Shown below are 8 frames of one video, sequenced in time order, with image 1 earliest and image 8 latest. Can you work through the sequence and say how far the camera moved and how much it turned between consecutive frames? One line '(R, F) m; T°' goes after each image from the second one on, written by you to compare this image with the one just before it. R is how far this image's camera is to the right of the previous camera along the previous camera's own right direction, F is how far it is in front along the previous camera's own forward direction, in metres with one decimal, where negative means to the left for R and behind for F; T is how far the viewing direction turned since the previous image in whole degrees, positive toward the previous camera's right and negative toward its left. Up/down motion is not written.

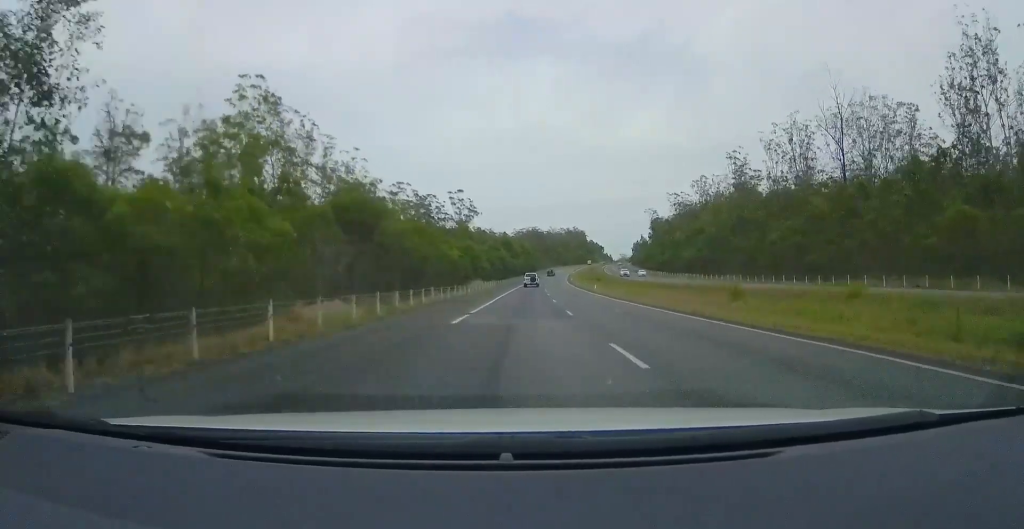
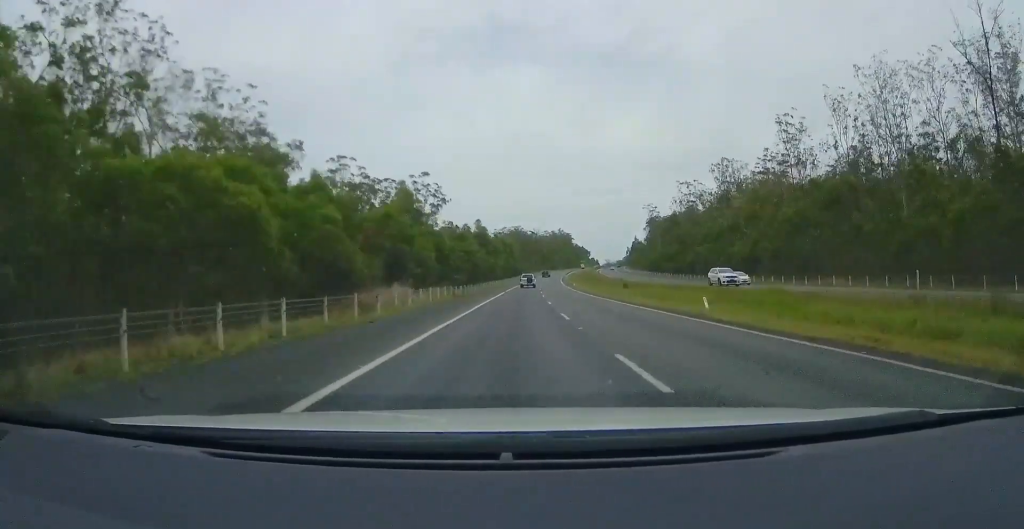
(+0.6, +38.1) m; +3°
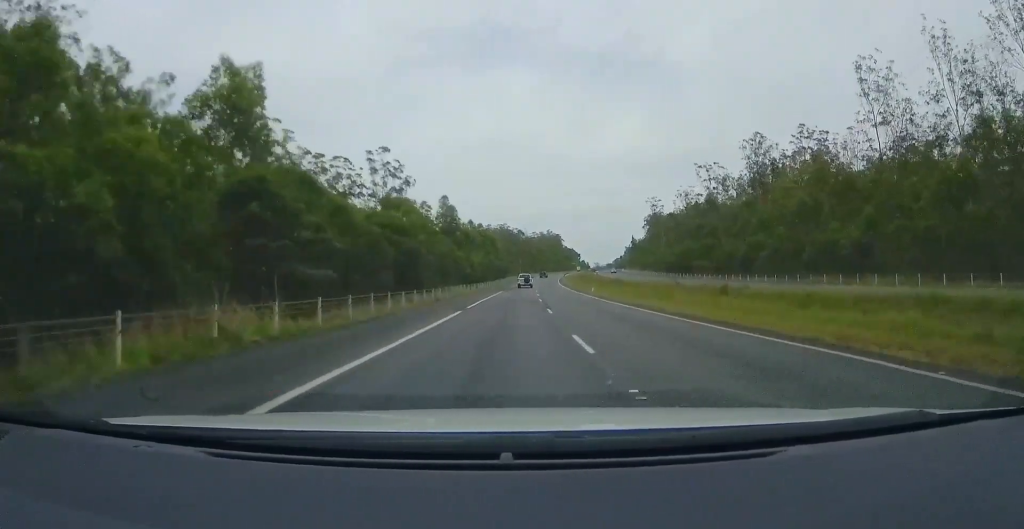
(+1.0, +33.1) m; +1°
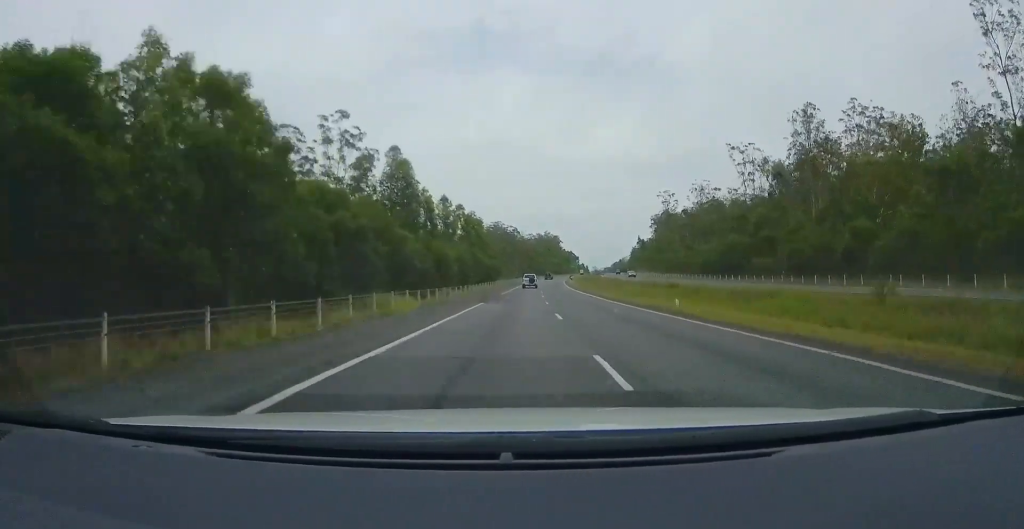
(-0.3, +26.8) m; -1°
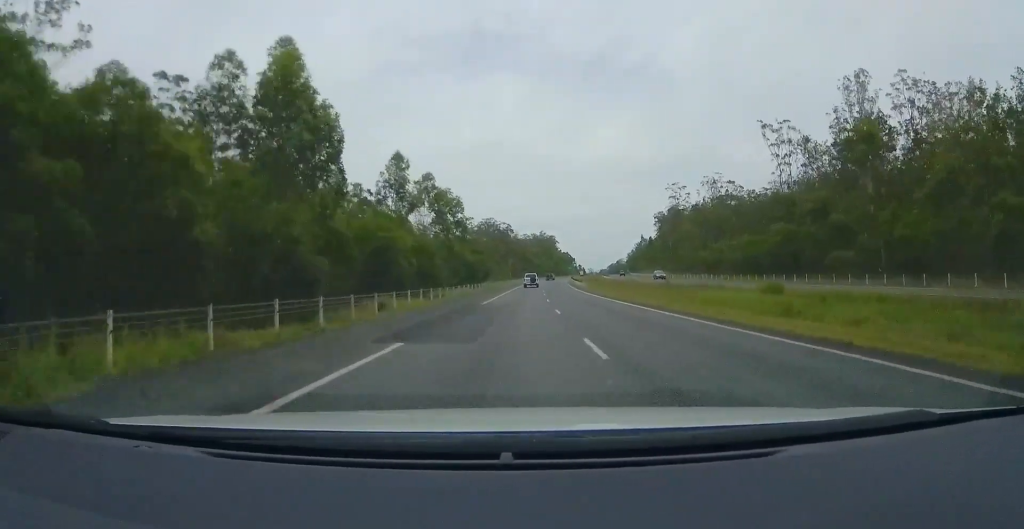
(-0.2, +21.7) m; -1°
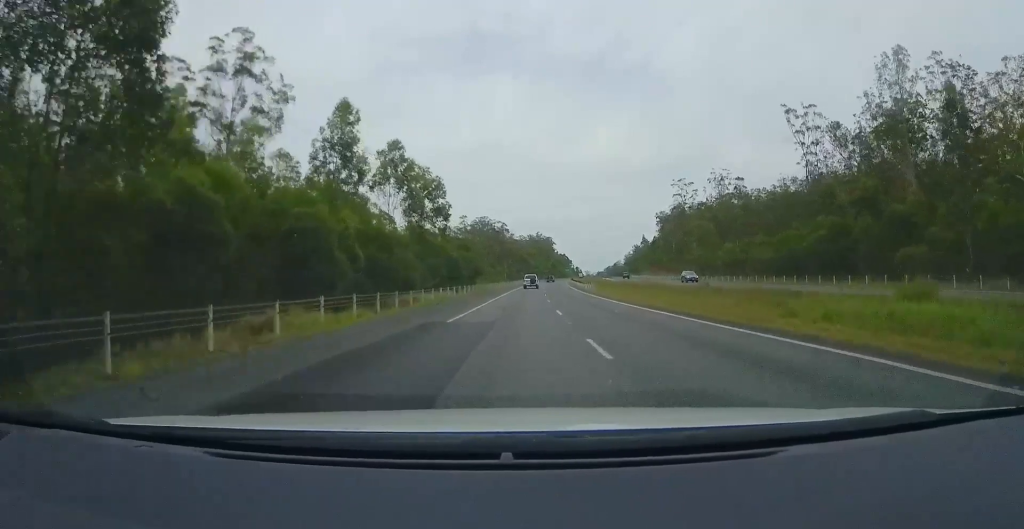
(0.0, +12.0) m; 0°
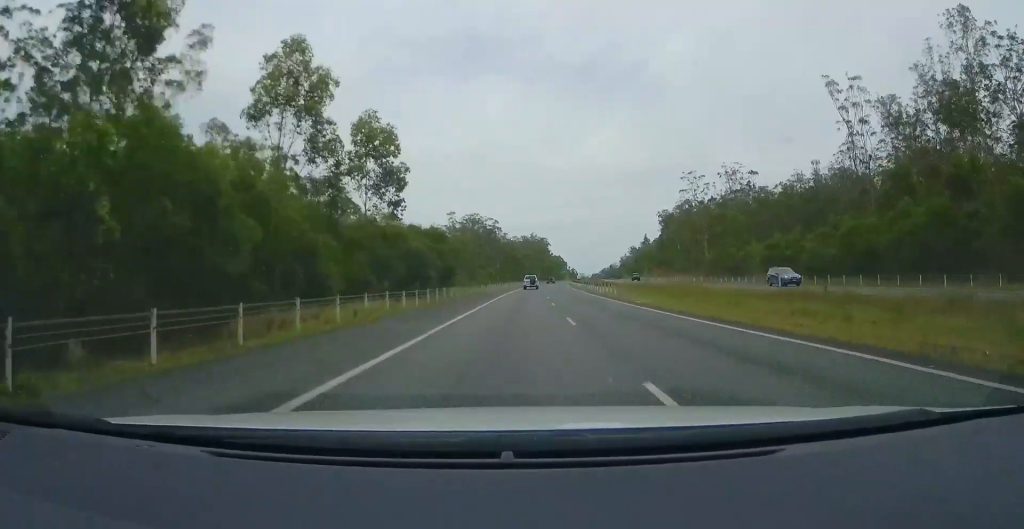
(0.0, +16.7) m; +1°
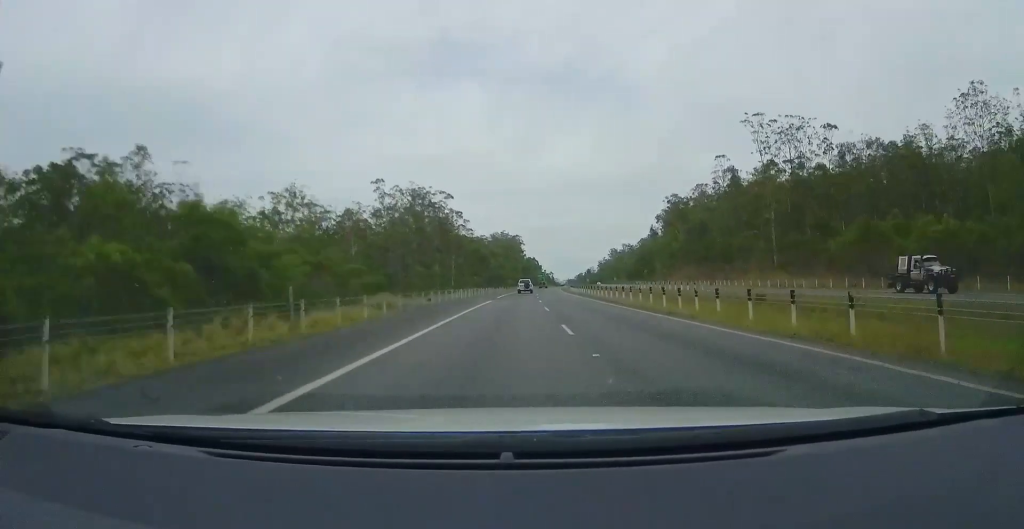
(+2.3, +62.0) m; +4°
